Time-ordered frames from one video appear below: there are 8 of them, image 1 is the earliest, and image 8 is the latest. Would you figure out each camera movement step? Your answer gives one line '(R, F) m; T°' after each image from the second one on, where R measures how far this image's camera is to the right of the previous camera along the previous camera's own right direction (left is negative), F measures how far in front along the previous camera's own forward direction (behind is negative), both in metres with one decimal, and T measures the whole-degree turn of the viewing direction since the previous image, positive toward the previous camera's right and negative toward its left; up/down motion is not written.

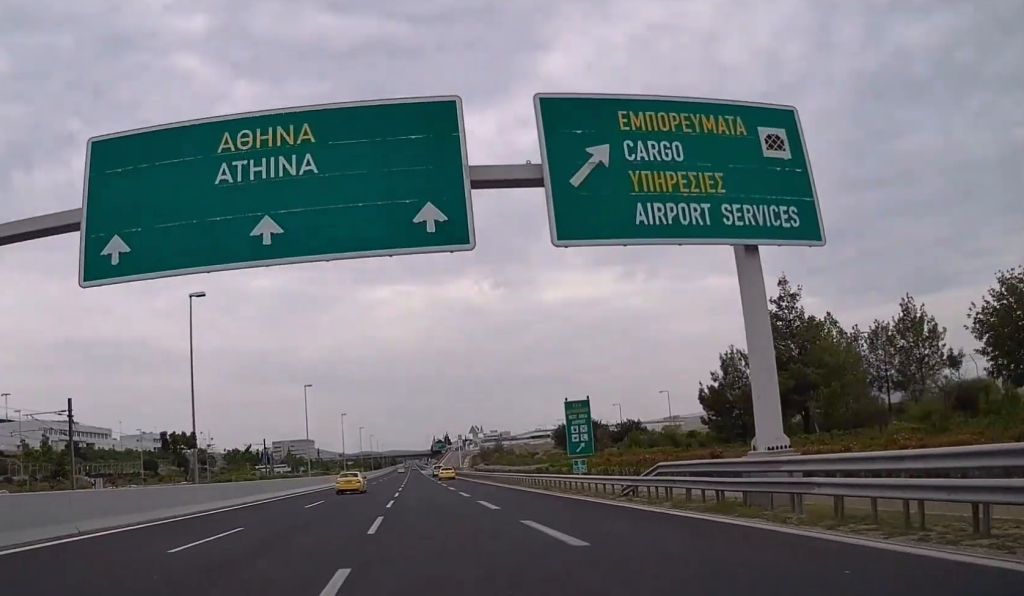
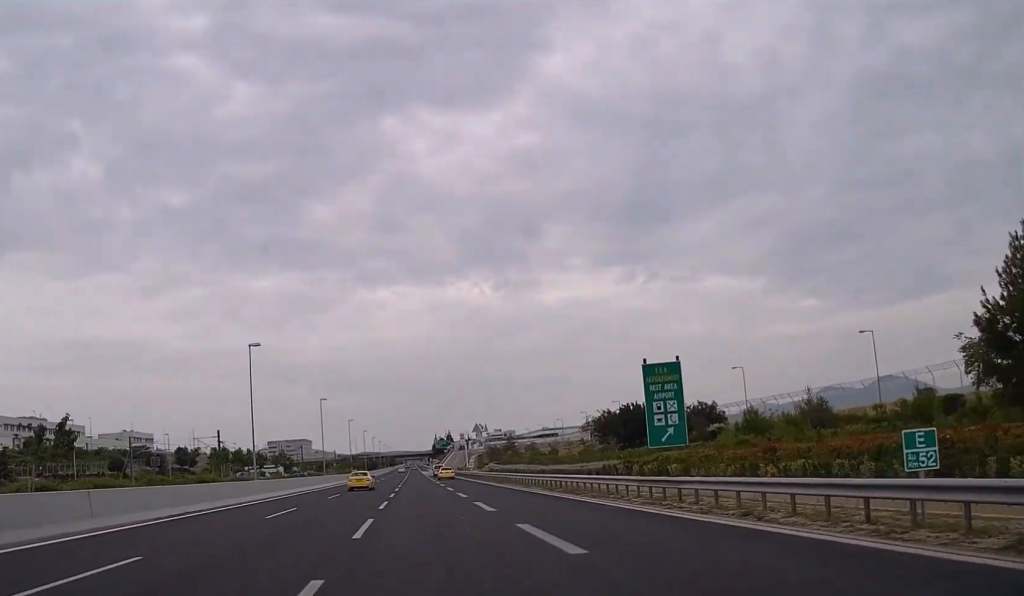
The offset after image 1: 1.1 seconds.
(+0.1, +25.4) m; 0°
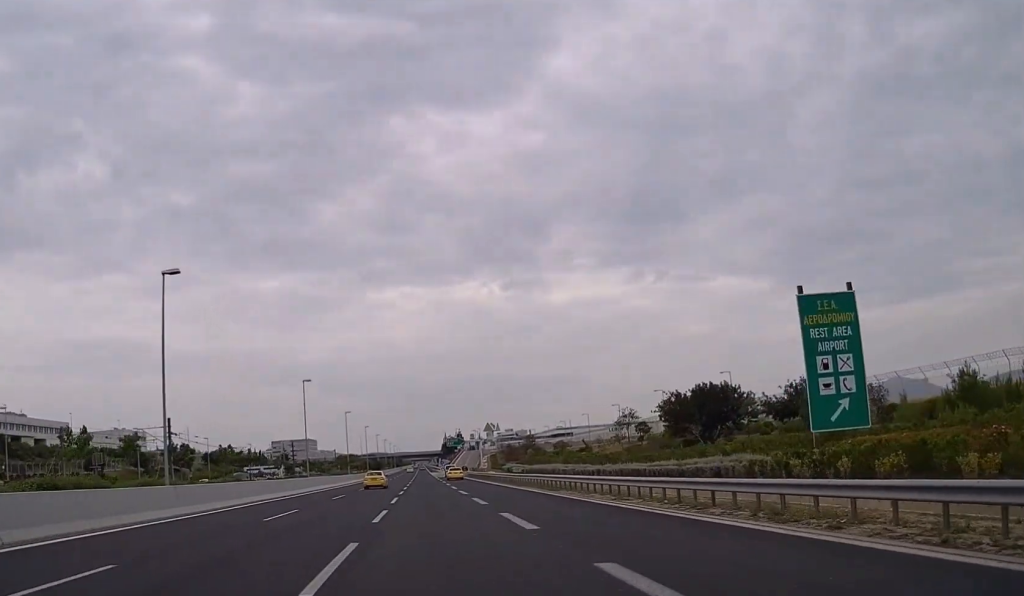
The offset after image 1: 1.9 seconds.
(+0.1, +19.2) m; 0°
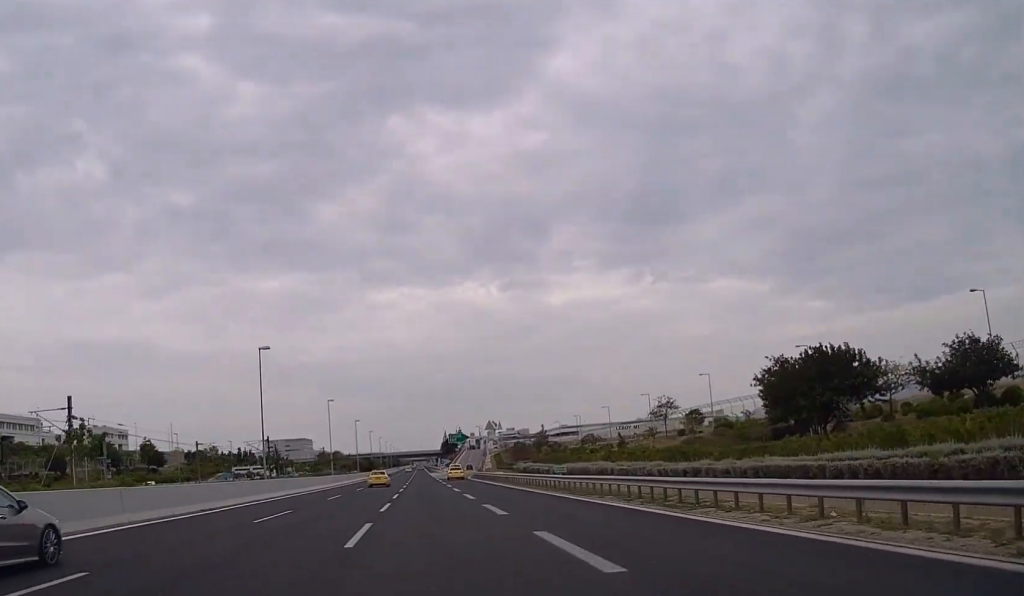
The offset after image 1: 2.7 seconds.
(-0.2, +19.2) m; -1°
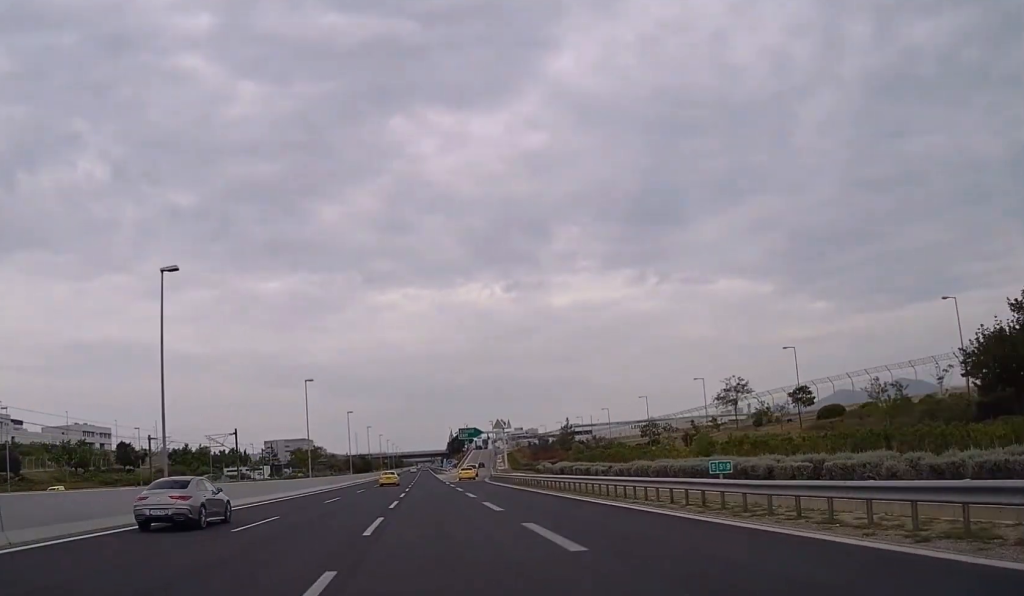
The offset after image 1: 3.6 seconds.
(-0.1, +21.4) m; -1°
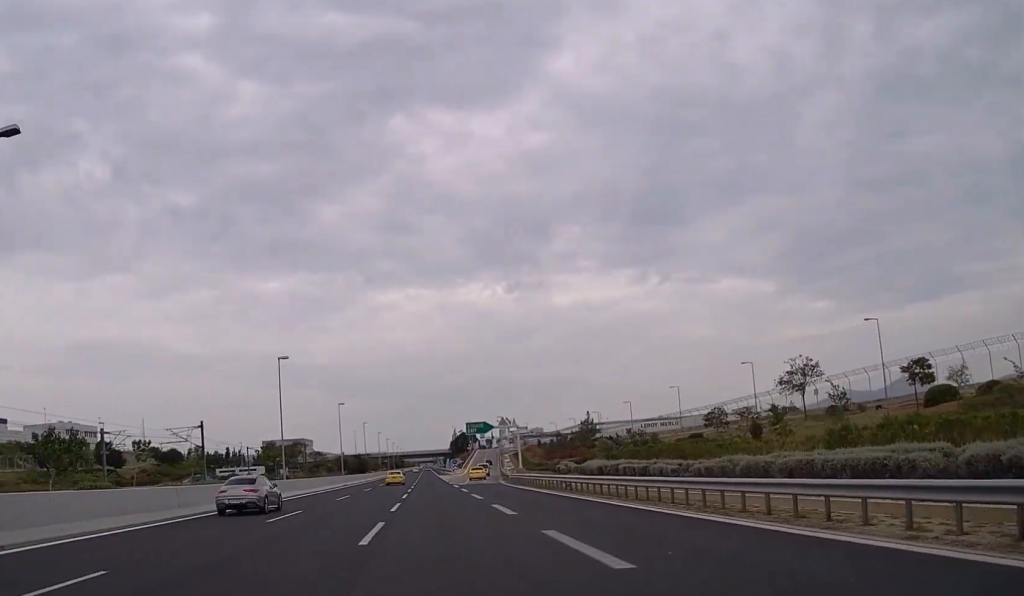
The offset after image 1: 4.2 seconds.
(-0.2, +14.3) m; 0°
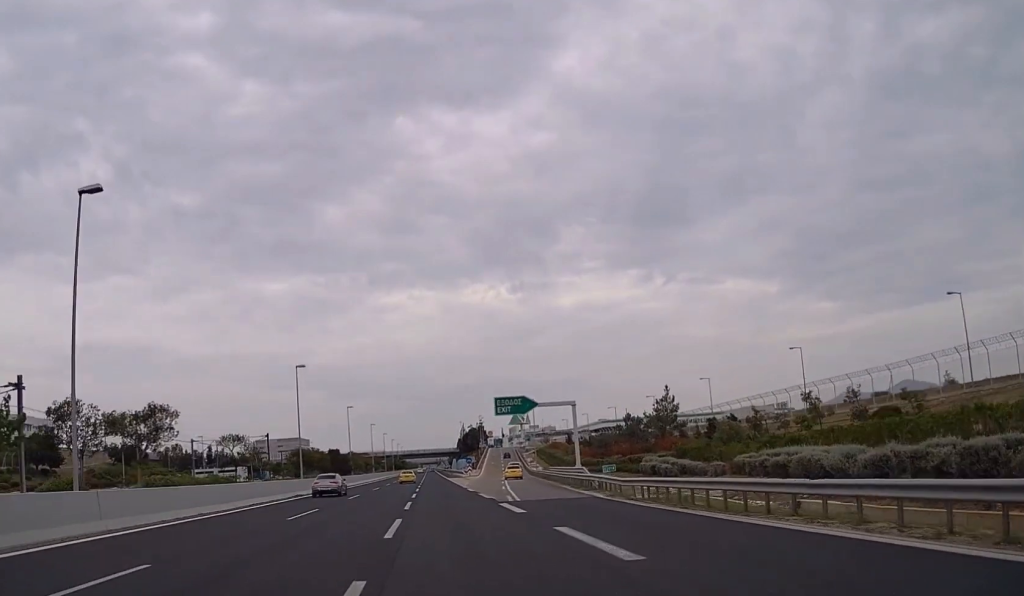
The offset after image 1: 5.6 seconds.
(-0.1, +35.2) m; 0°
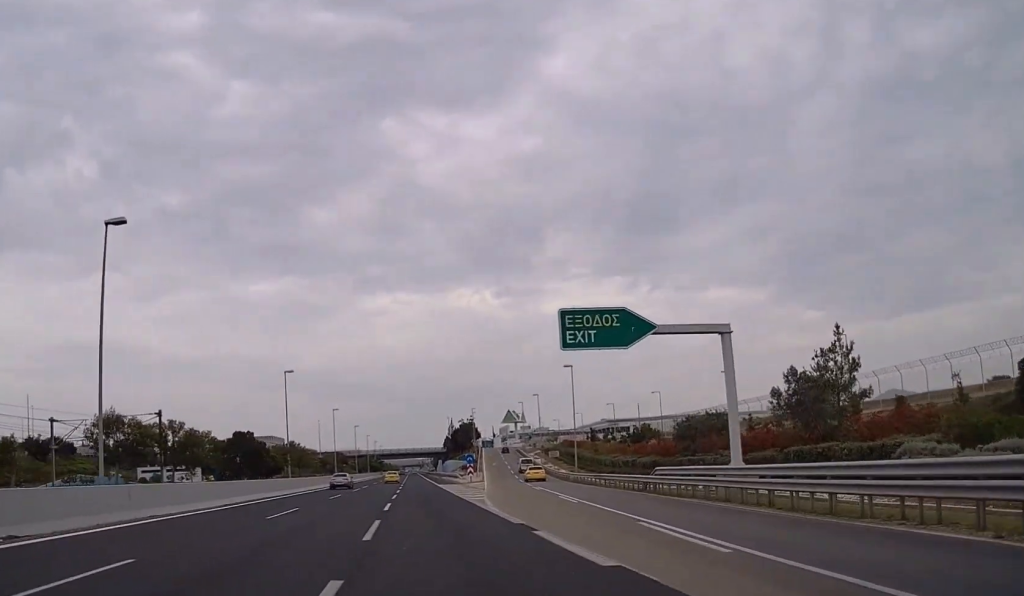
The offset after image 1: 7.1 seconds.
(+0.3, +36.5) m; 0°
